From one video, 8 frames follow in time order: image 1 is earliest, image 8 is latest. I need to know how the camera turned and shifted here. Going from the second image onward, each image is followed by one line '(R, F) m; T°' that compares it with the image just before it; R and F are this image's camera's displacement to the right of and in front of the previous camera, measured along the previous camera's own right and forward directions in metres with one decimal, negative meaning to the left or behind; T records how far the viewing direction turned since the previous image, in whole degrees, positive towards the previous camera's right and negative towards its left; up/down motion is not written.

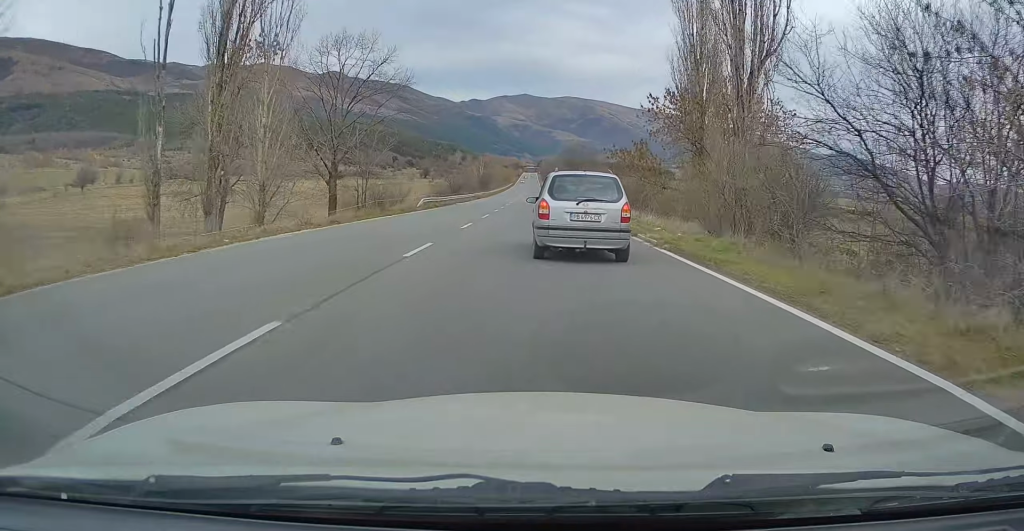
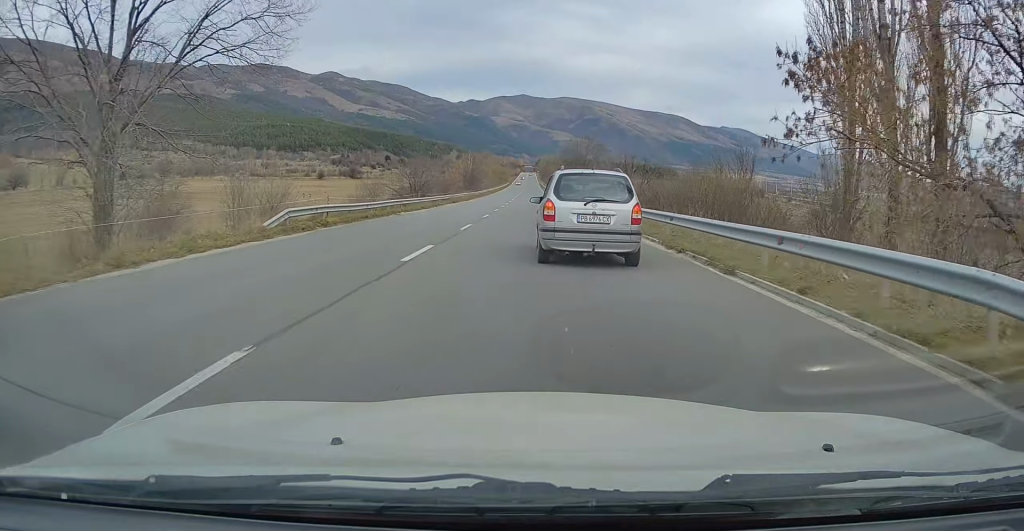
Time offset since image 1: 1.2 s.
(-0.1, +28.1) m; 0°
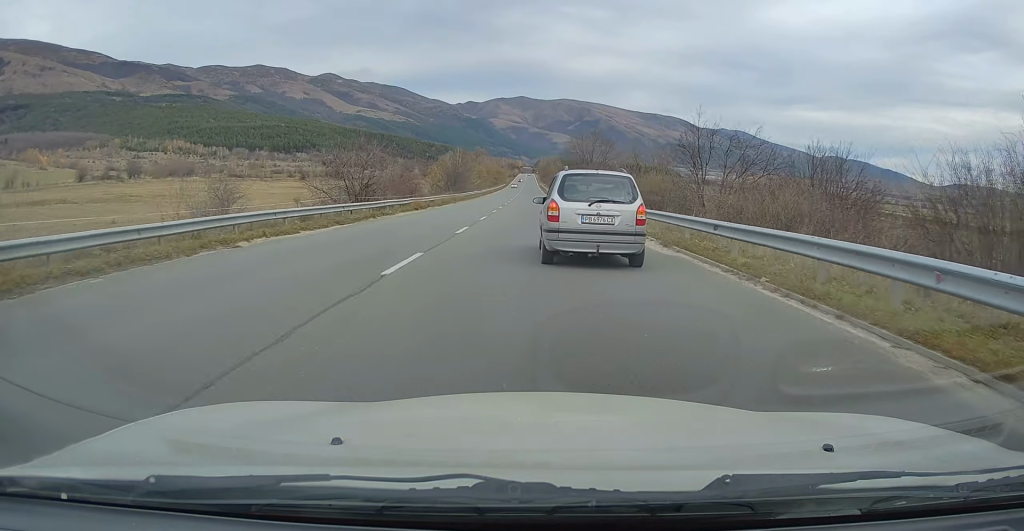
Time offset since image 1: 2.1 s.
(+0.1, +20.1) m; 0°
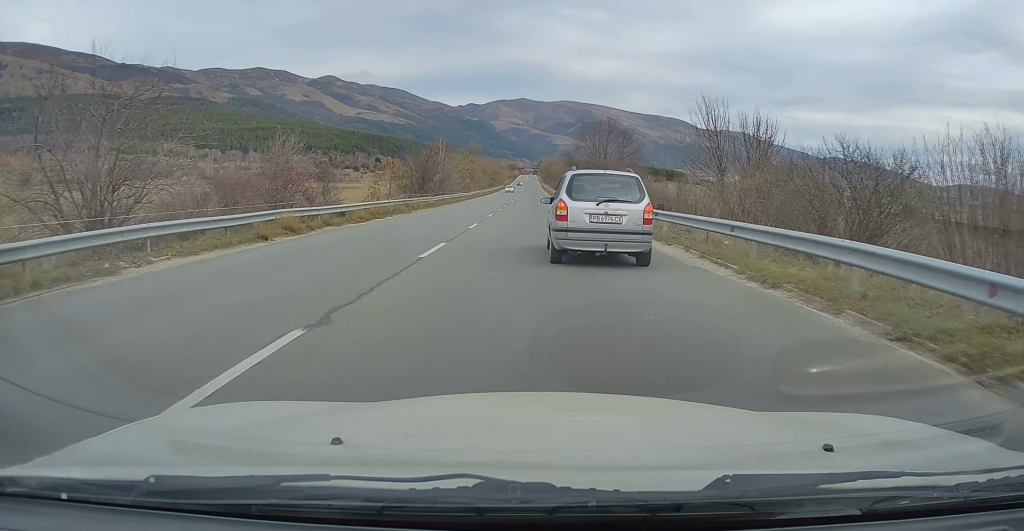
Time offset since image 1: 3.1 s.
(-0.3, +24.7) m; 0°
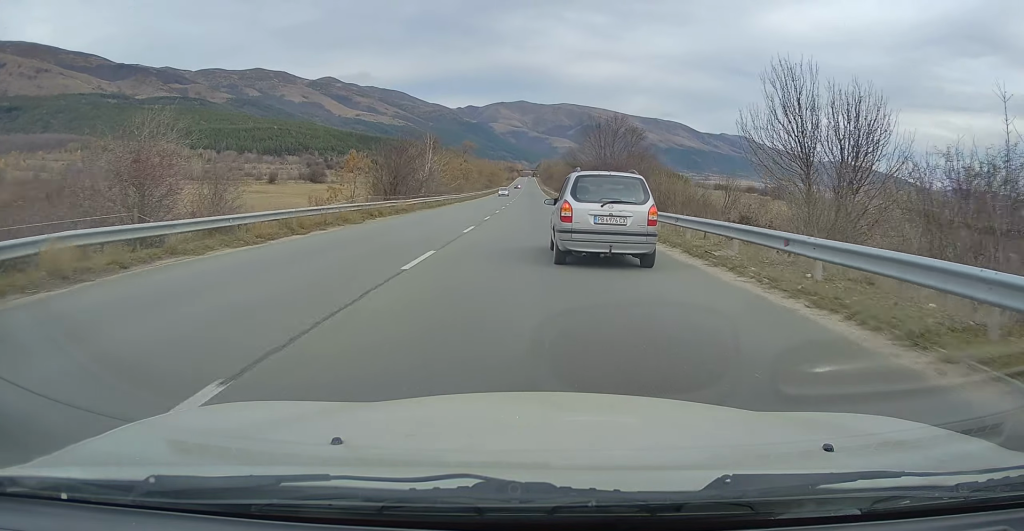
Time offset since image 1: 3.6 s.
(-0.2, +10.8) m; 0°
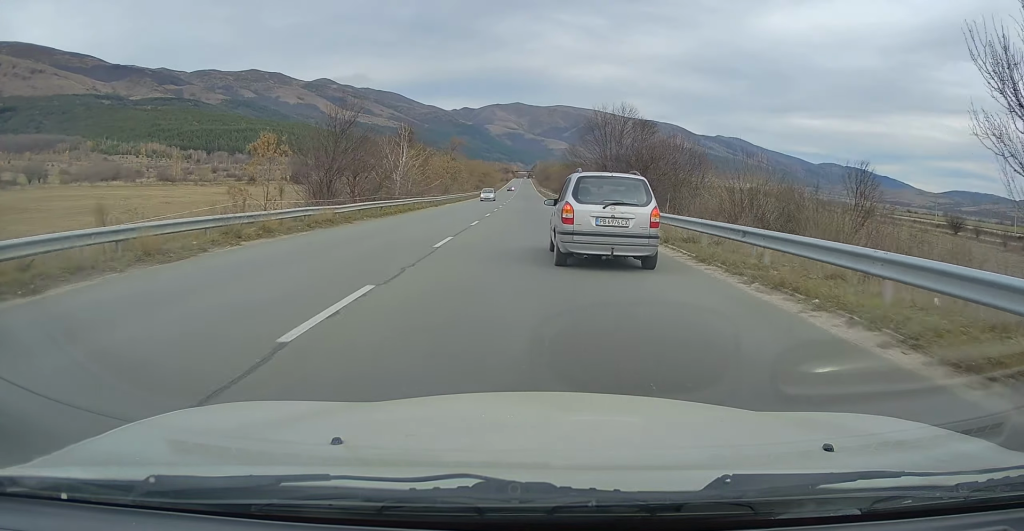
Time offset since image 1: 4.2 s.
(+0.3, +14.1) m; +1°
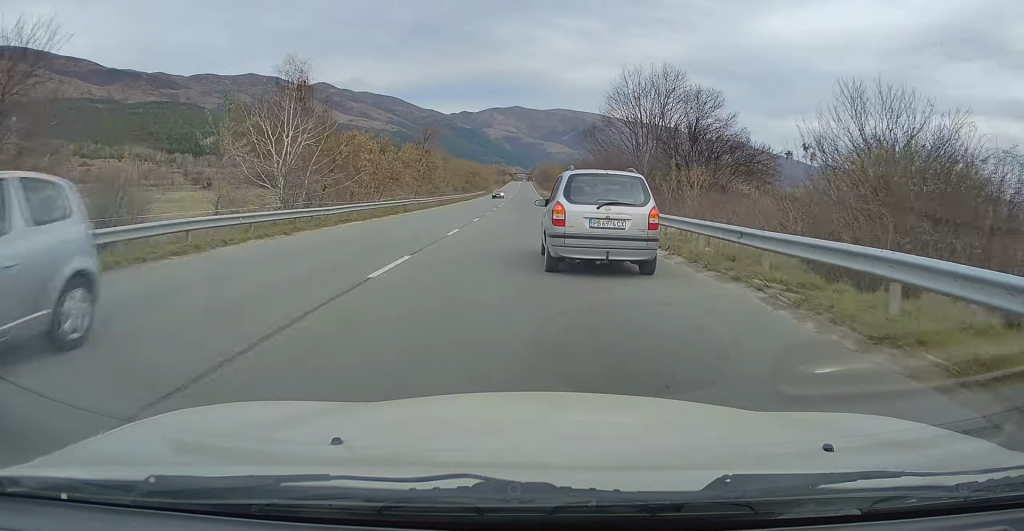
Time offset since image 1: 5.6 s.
(+0.4, +32.4) m; 0°
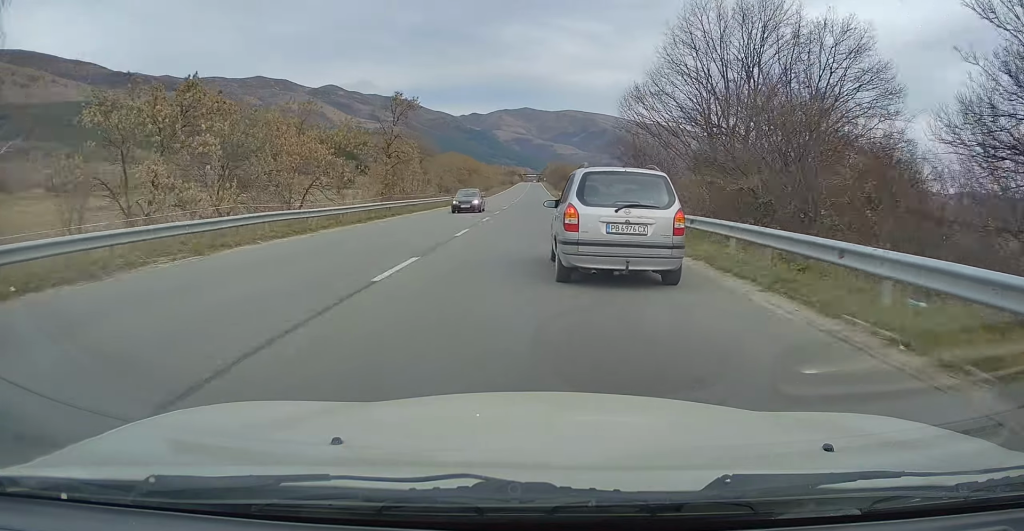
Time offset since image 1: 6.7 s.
(-0.5, +27.5) m; -1°
